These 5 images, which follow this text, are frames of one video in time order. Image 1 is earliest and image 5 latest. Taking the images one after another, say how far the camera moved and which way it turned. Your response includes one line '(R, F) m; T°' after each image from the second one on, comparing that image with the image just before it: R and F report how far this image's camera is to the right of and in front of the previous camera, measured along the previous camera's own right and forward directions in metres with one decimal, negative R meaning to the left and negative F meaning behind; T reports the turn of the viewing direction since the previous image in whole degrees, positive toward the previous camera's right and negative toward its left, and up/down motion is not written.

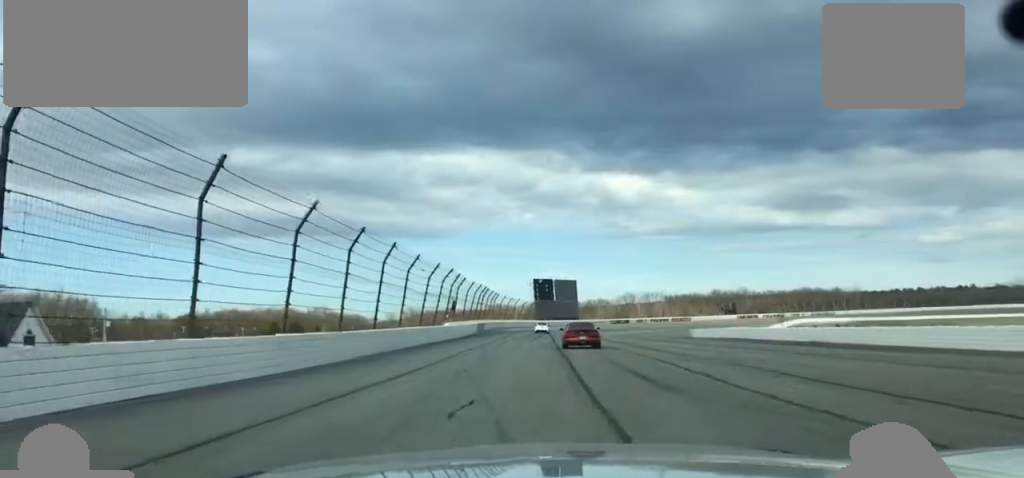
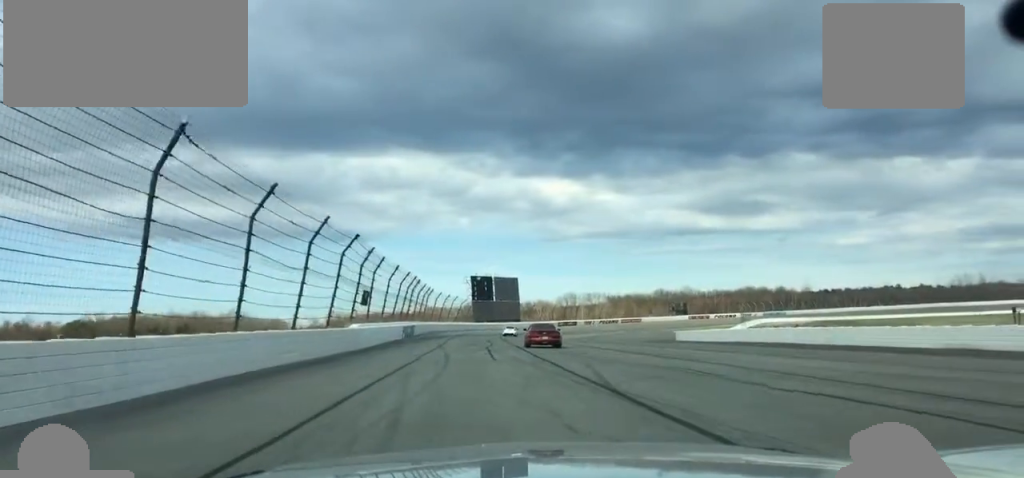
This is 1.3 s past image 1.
(+0.3, +25.9) m; +2°
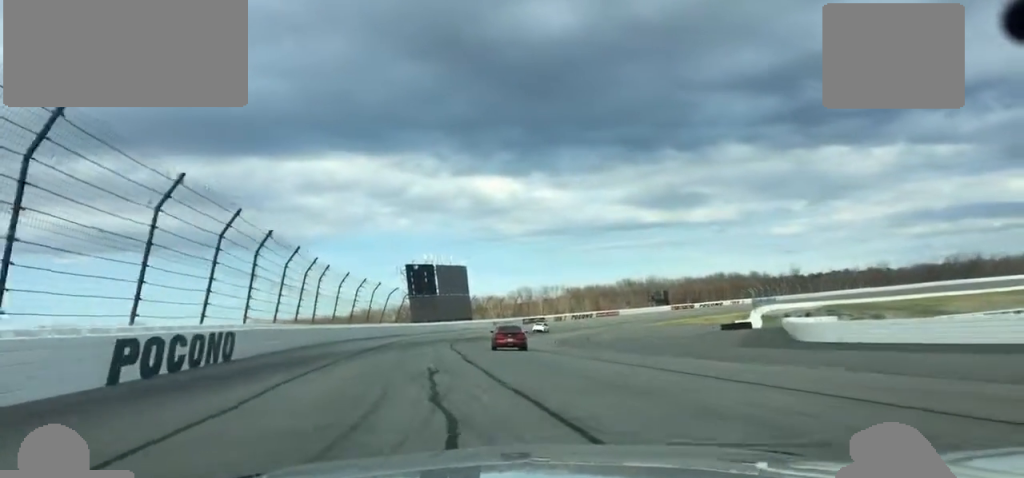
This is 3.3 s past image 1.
(+2.6, +46.9) m; +6°
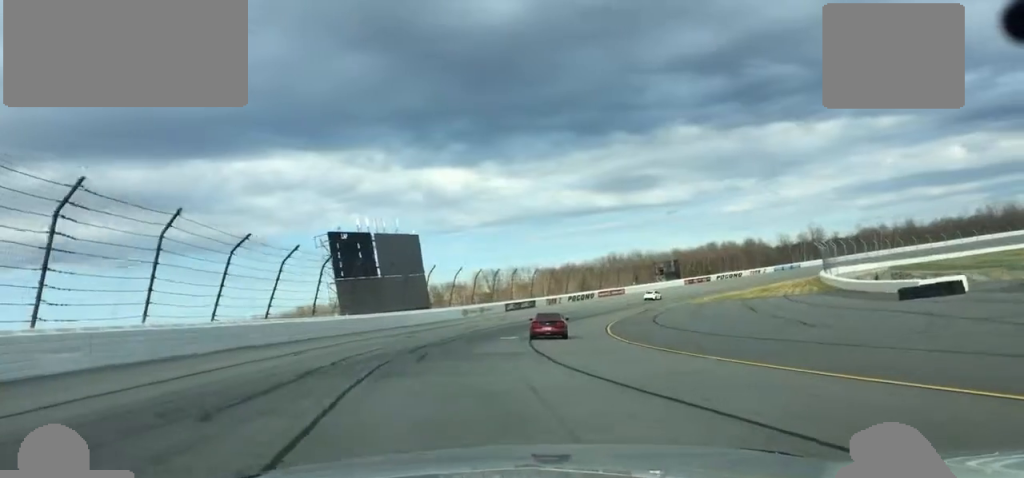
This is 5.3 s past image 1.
(+1.4, +52.7) m; +3°
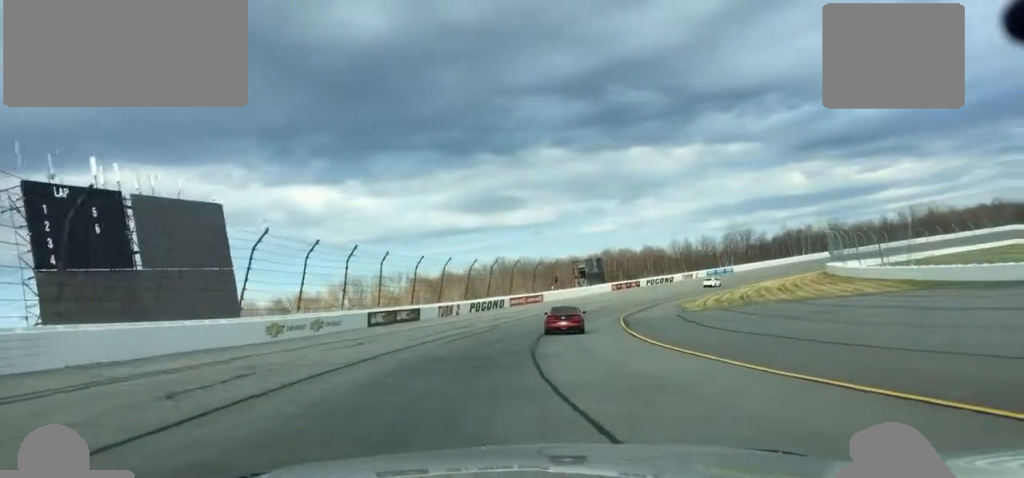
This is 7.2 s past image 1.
(+2.5, +49.7) m; +8°
